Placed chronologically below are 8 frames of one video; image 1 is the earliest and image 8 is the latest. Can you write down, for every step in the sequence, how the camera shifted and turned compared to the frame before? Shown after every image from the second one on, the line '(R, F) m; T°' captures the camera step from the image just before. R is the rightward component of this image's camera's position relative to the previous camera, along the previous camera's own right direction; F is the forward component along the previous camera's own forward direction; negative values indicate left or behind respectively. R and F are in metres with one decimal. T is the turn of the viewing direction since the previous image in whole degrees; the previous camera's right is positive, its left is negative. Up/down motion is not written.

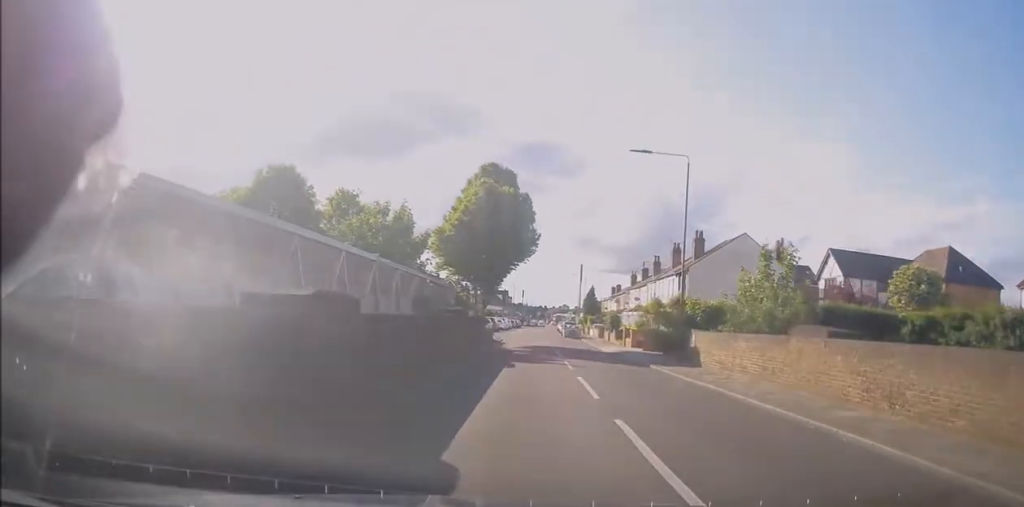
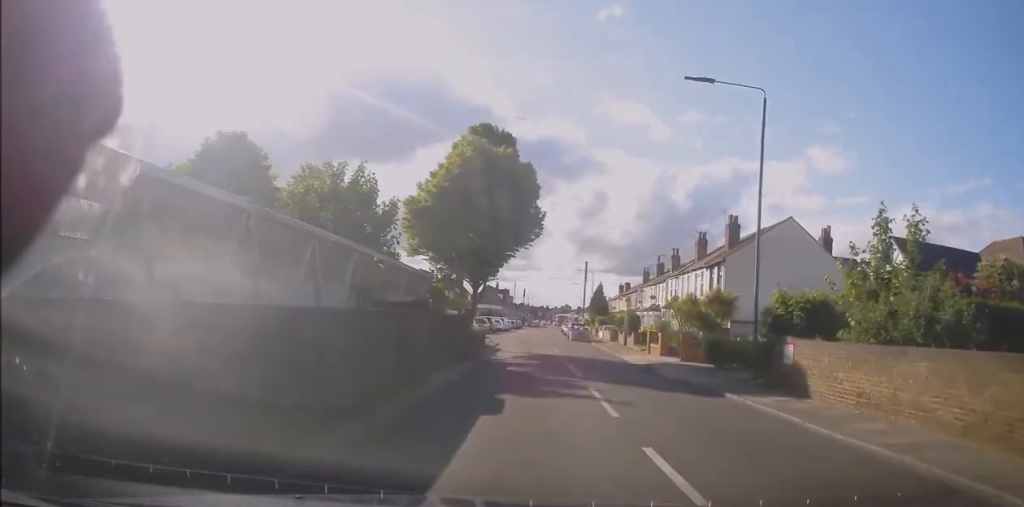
(0.0, +8.0) m; 0°
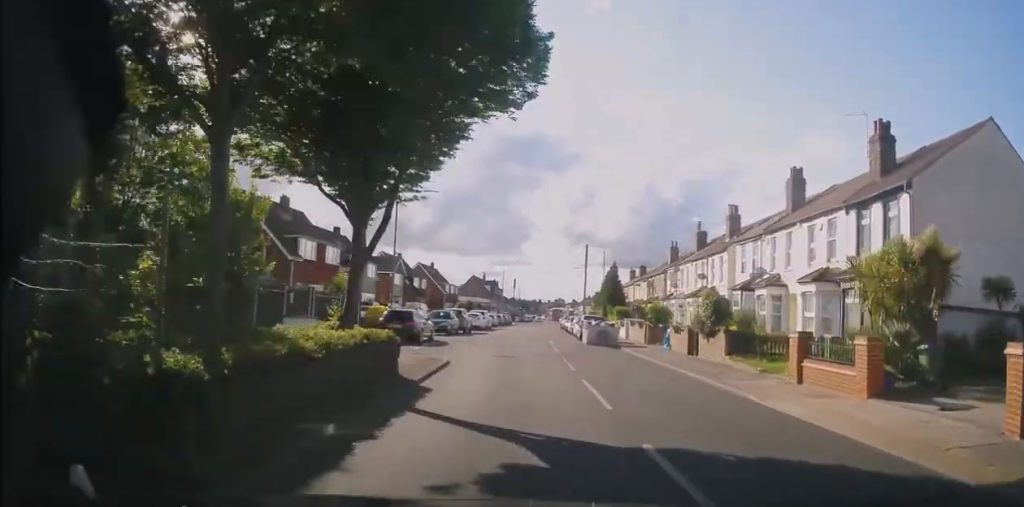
(+0.3, +19.7) m; +1°
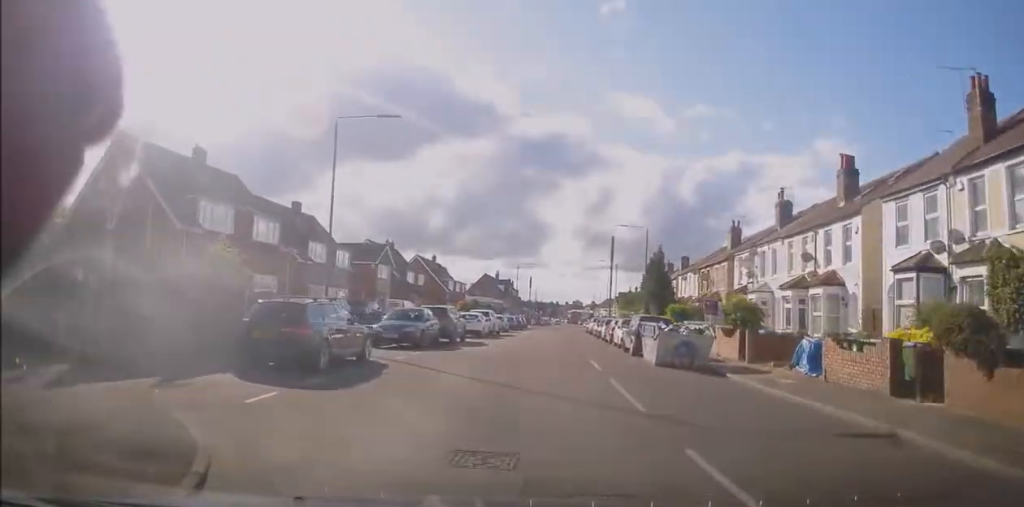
(-0.1, +13.9) m; -1°
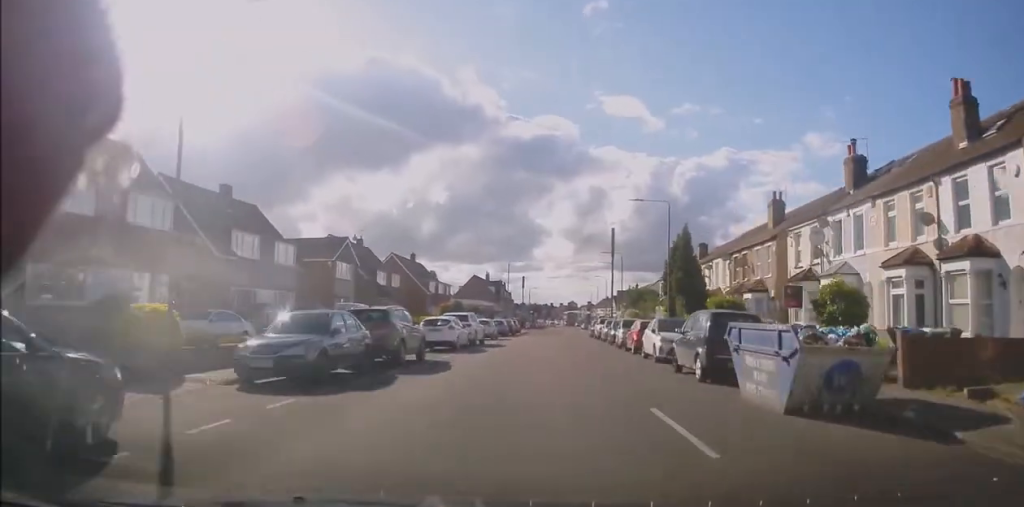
(-0.3, +9.8) m; -1°
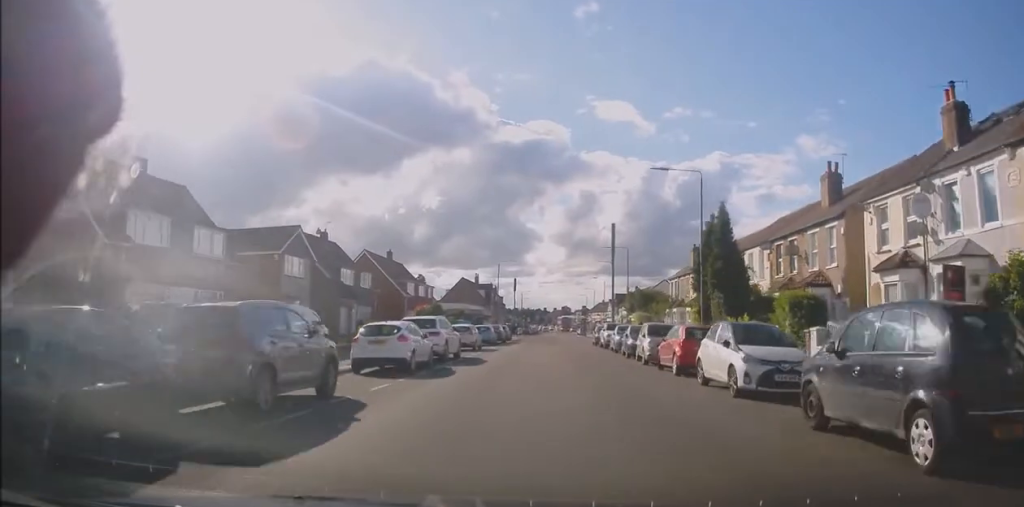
(+0.2, +8.4) m; +1°
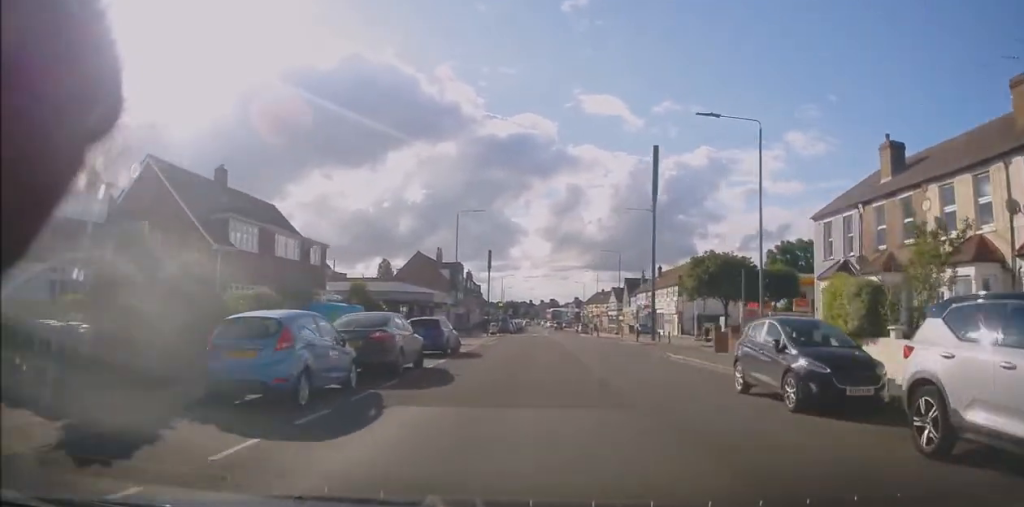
(+0.7, +34.7) m; +1°
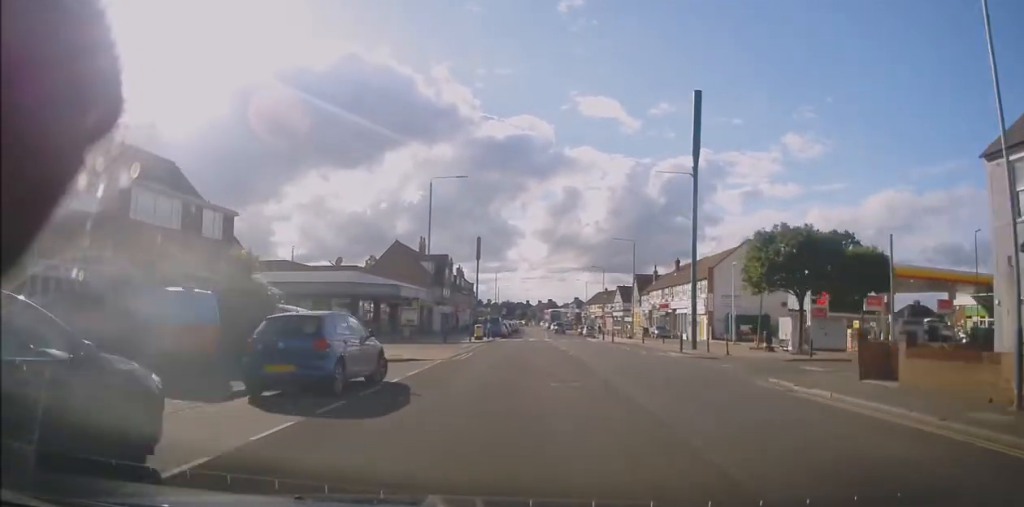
(-0.1, +12.6) m; 0°
